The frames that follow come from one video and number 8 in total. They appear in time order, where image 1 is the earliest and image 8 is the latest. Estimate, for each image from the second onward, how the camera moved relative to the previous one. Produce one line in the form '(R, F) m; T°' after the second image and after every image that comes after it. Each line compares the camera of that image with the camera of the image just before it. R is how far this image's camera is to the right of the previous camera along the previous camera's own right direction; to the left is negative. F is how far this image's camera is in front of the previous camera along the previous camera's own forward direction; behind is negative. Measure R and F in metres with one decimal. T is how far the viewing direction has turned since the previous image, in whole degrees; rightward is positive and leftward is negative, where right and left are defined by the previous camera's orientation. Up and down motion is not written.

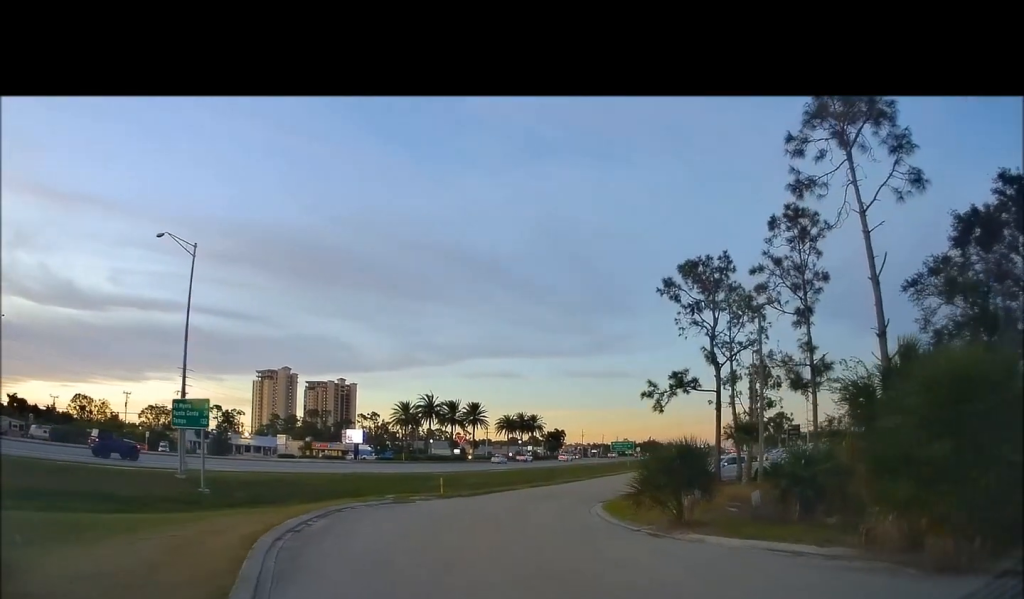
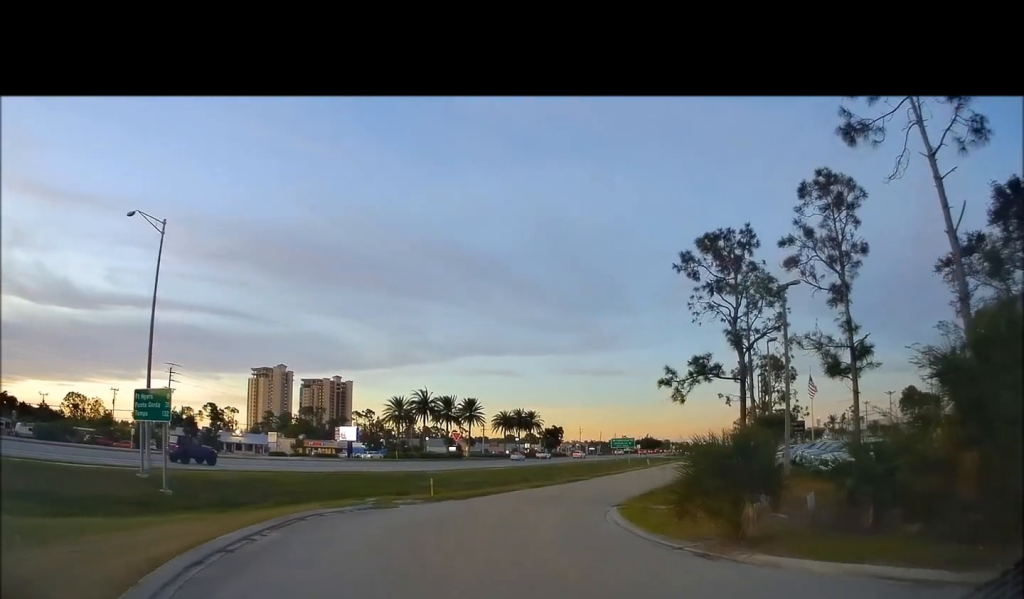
(0.0, +3.0) m; -2°
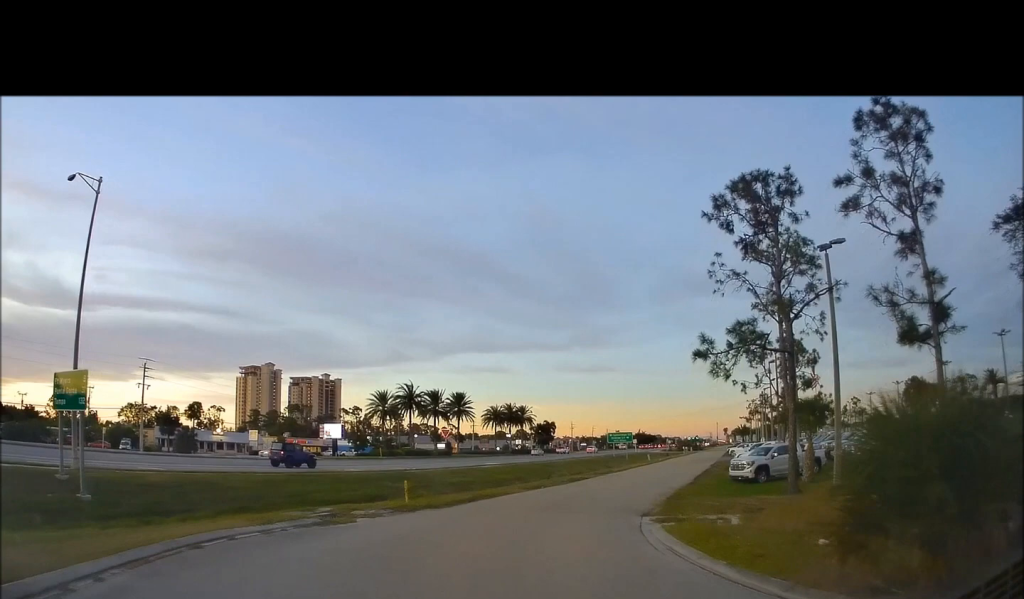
(-0.1, +5.0) m; +3°
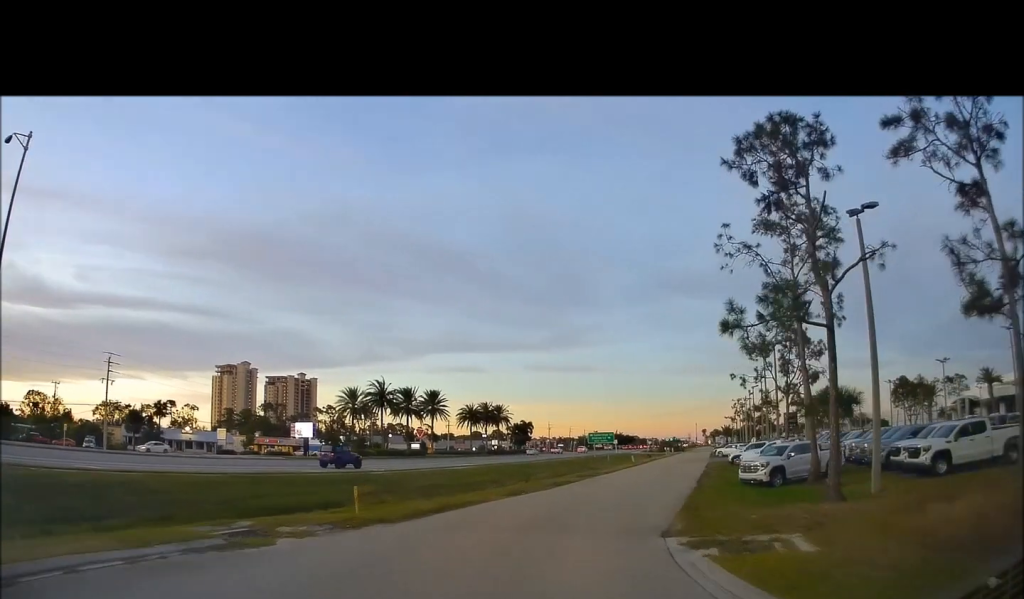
(+0.1, +4.1) m; +3°
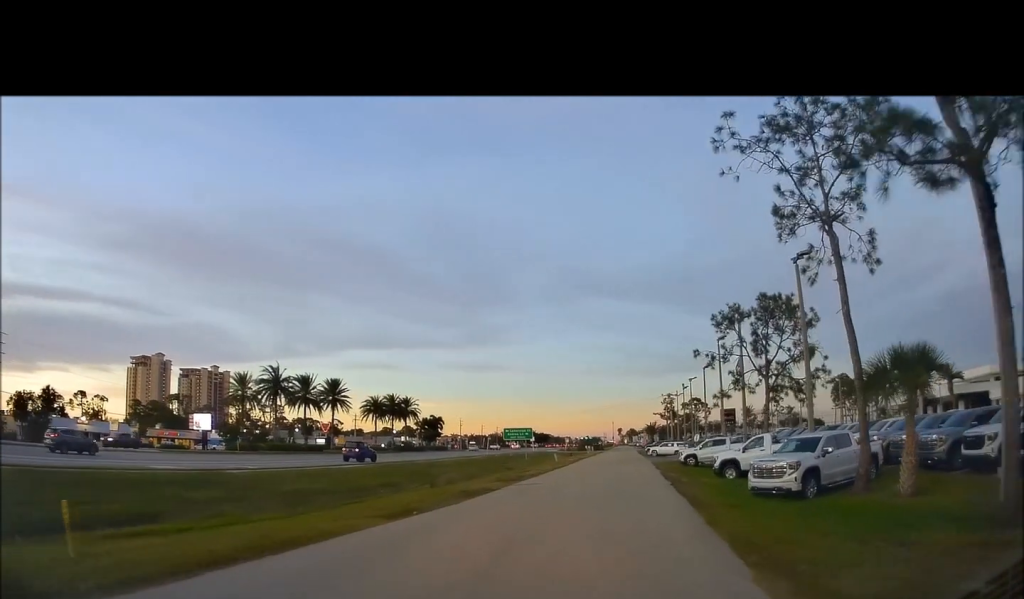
(+0.4, +9.6) m; +4°
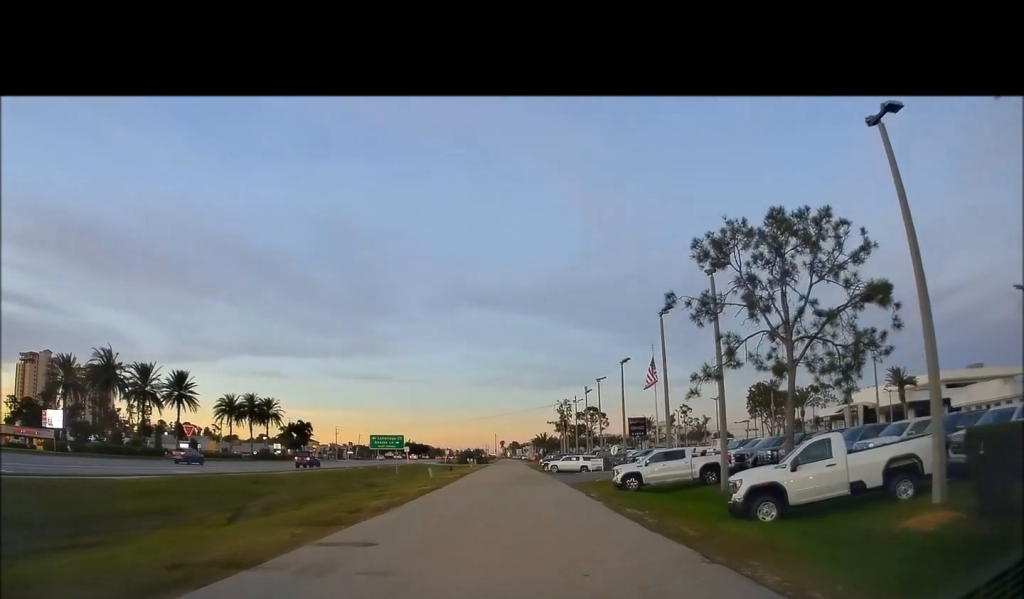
(+1.2, +14.4) m; +10°
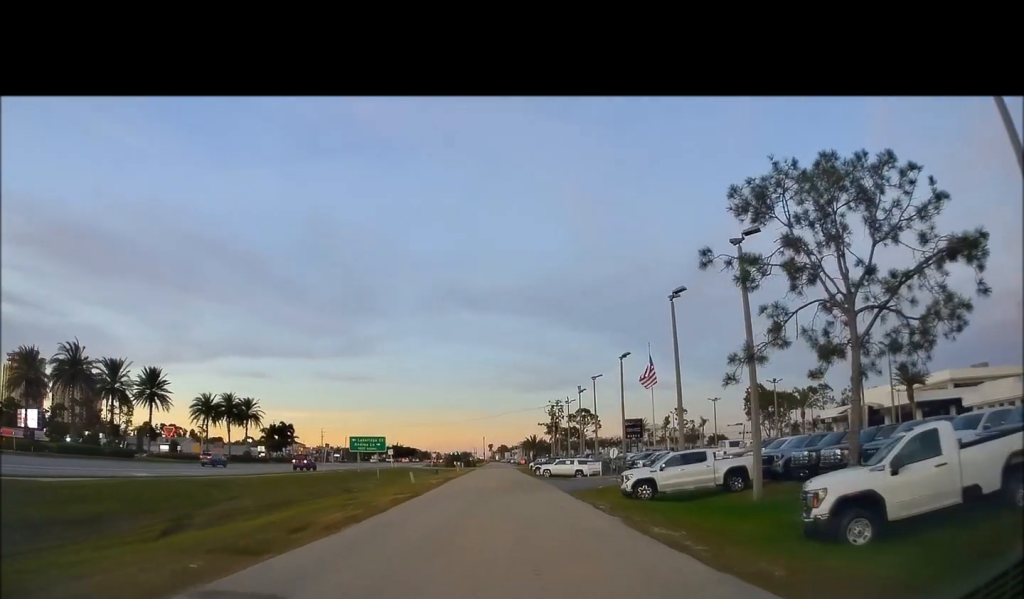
(-0.1, +4.4) m; +2°
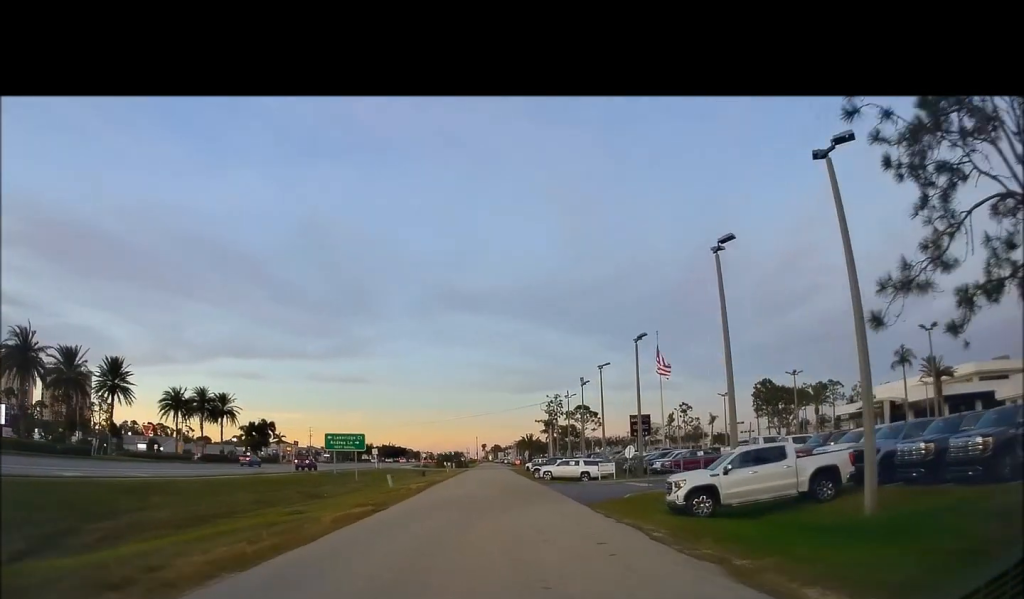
(+0.4, +7.3) m; +3°
